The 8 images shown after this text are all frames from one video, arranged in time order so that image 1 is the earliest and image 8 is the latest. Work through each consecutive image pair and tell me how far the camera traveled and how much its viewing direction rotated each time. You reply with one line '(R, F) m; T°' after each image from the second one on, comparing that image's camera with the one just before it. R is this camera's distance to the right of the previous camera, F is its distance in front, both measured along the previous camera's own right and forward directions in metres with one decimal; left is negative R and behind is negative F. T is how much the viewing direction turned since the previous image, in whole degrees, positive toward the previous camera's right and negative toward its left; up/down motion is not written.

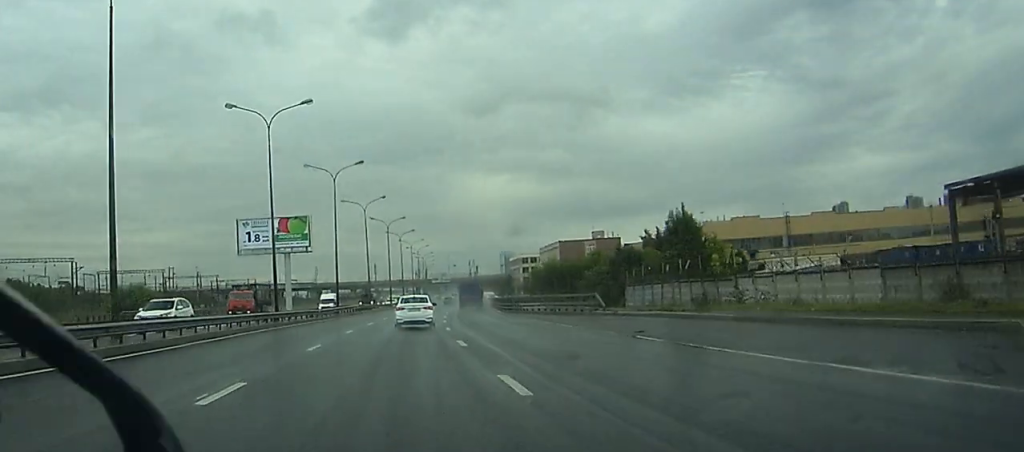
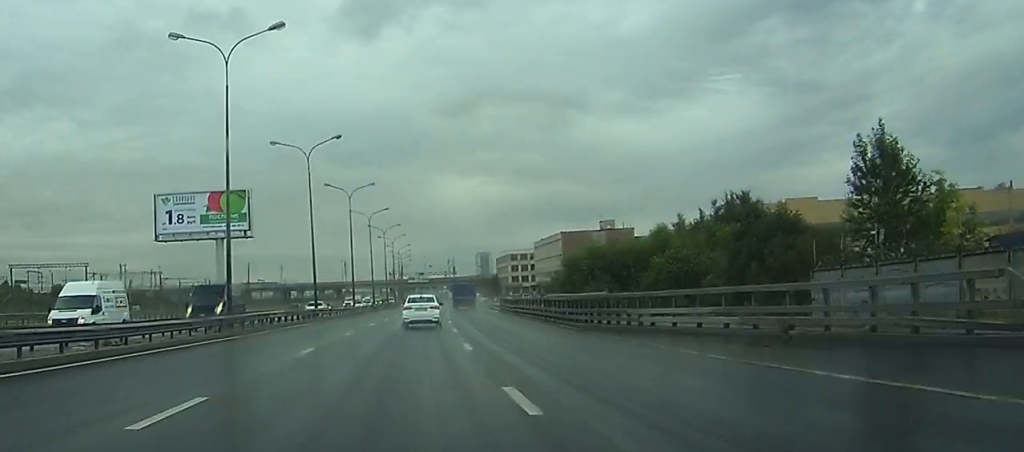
(+0.3, +38.3) m; +1°
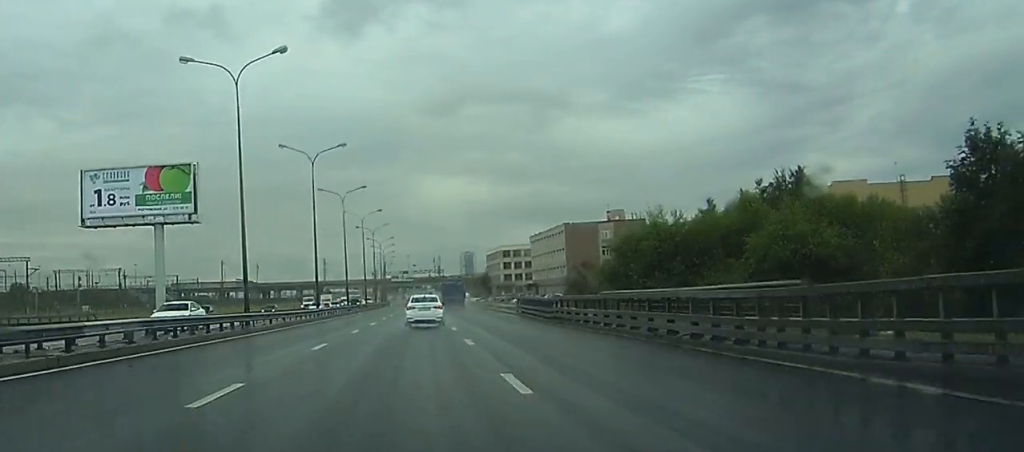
(+0.2, +22.6) m; +2°
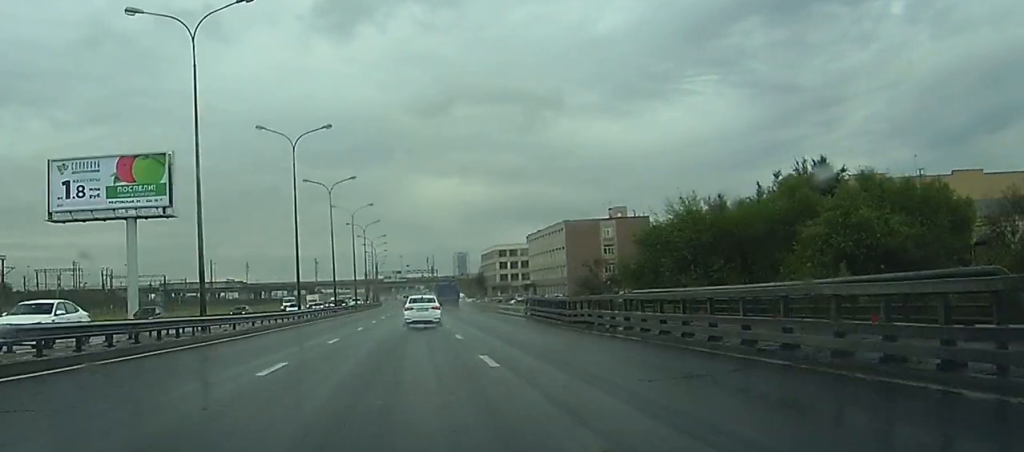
(+0.1, +7.6) m; 0°
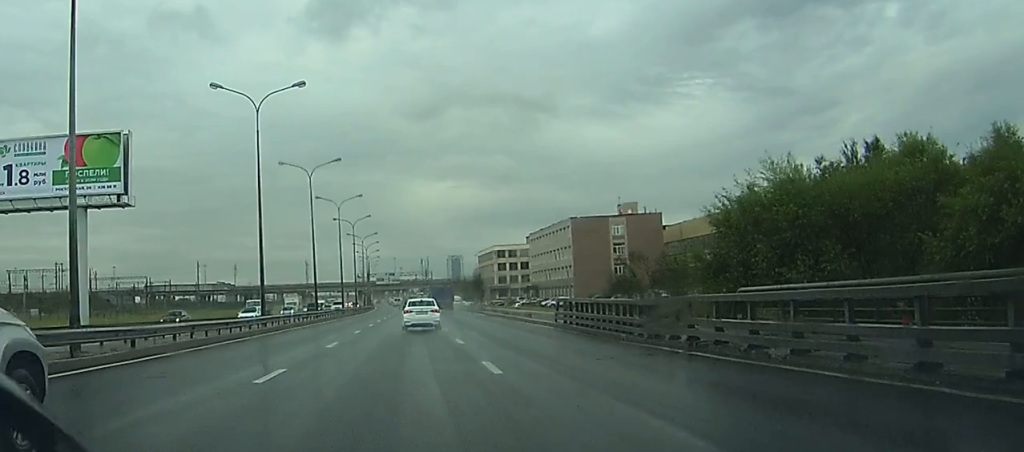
(+0.1, +12.7) m; +1°
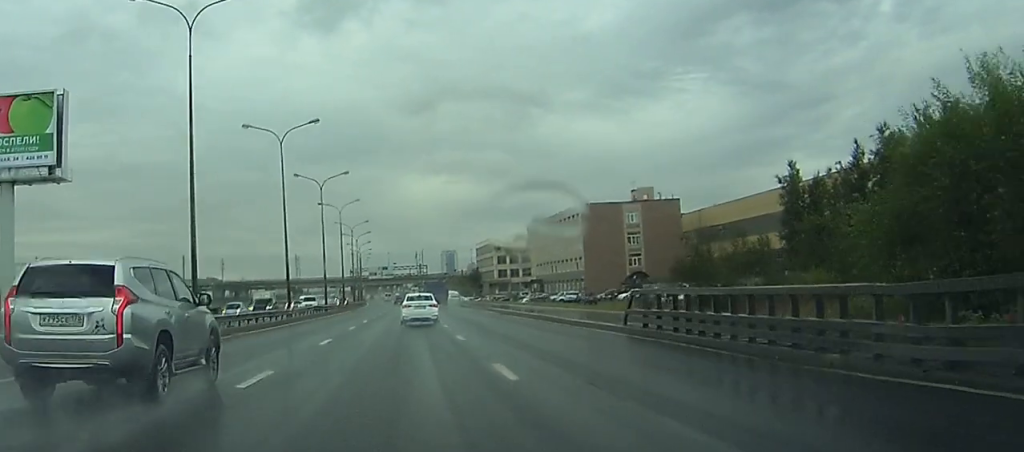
(+0.1, +14.1) m; 0°
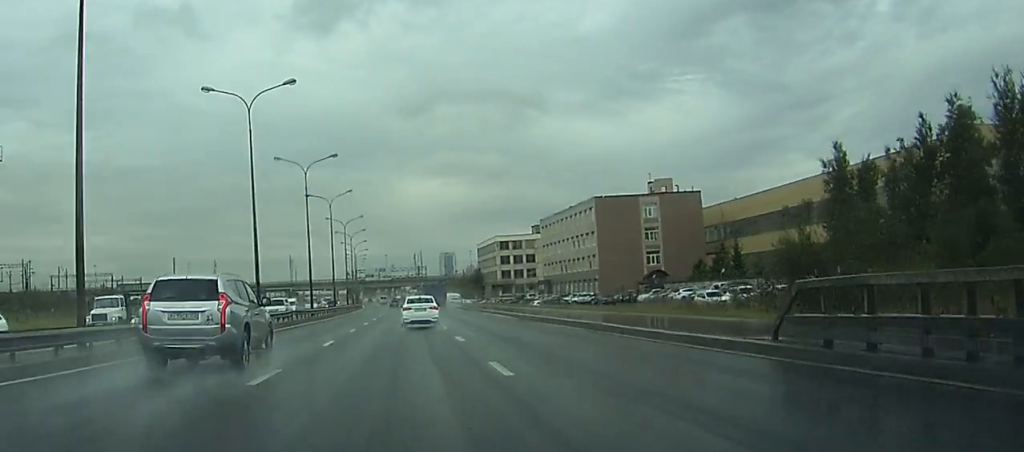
(0.0, +11.5) m; 0°
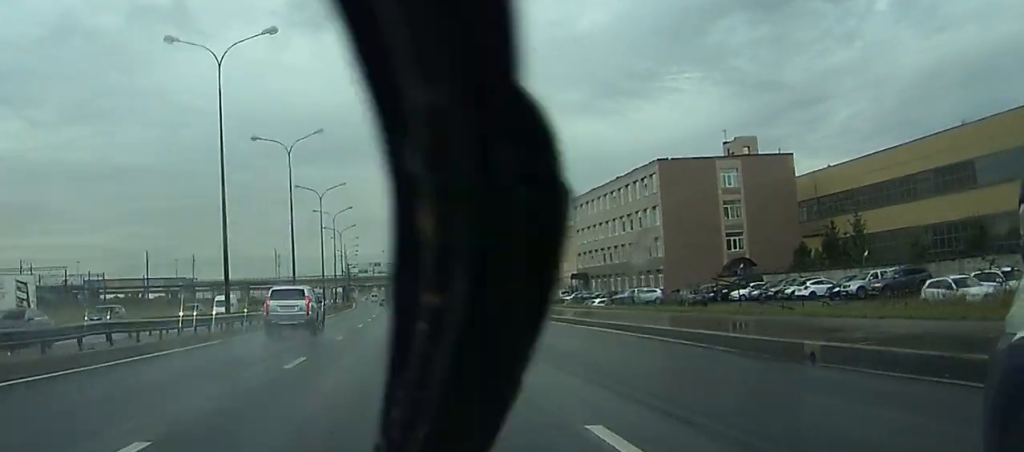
(-0.2, +33.3) m; 0°
